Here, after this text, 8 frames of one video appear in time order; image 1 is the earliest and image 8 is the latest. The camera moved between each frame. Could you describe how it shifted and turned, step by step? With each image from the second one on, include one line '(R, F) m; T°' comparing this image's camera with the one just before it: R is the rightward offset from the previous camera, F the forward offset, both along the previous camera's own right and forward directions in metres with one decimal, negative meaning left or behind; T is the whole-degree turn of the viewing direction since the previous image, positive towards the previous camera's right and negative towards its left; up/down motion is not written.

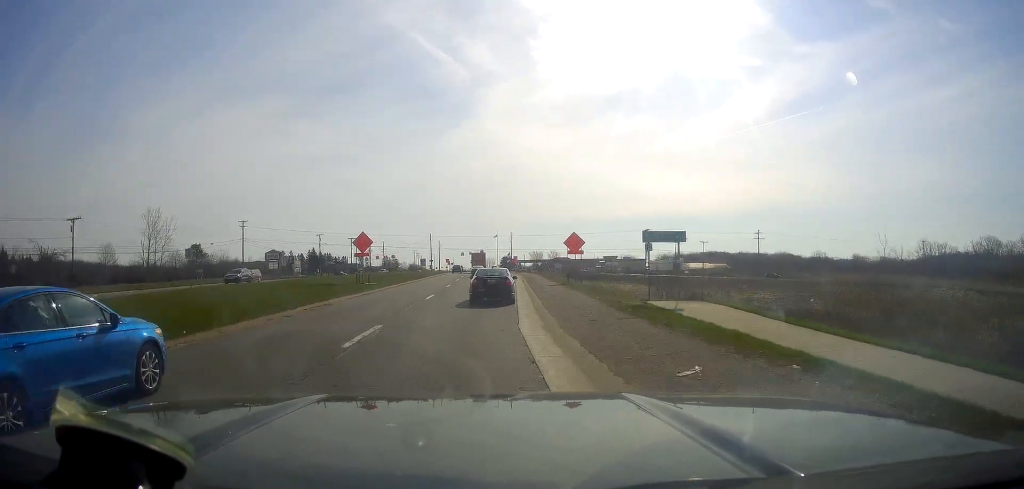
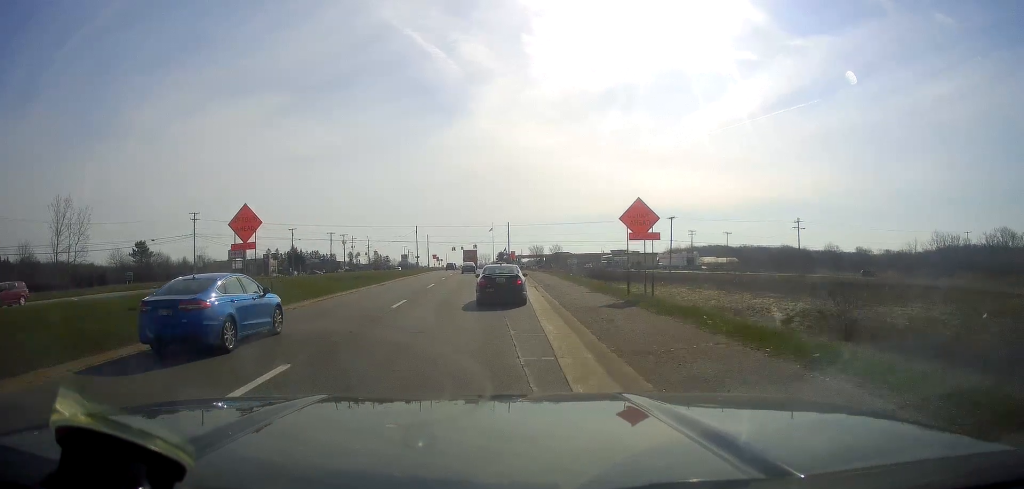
(+0.1, +21.7) m; 0°
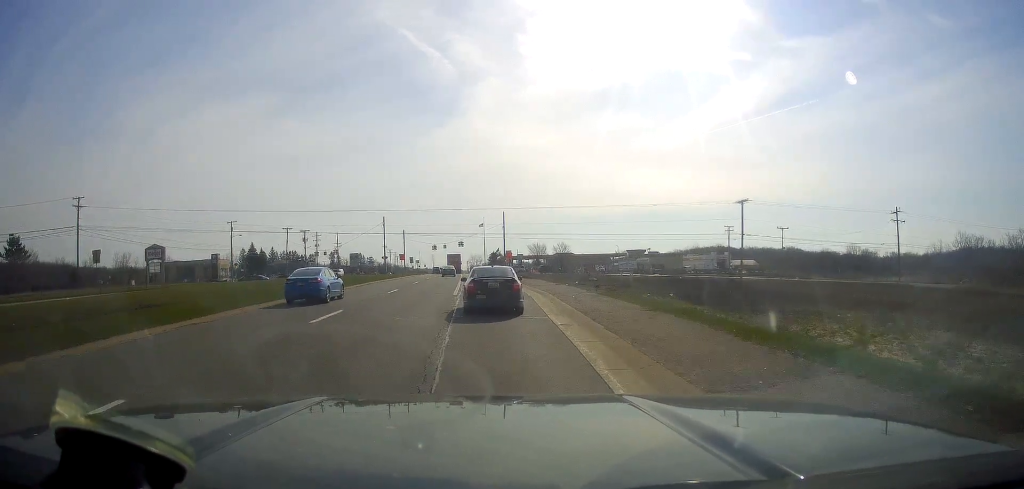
(0.0, +34.5) m; +2°
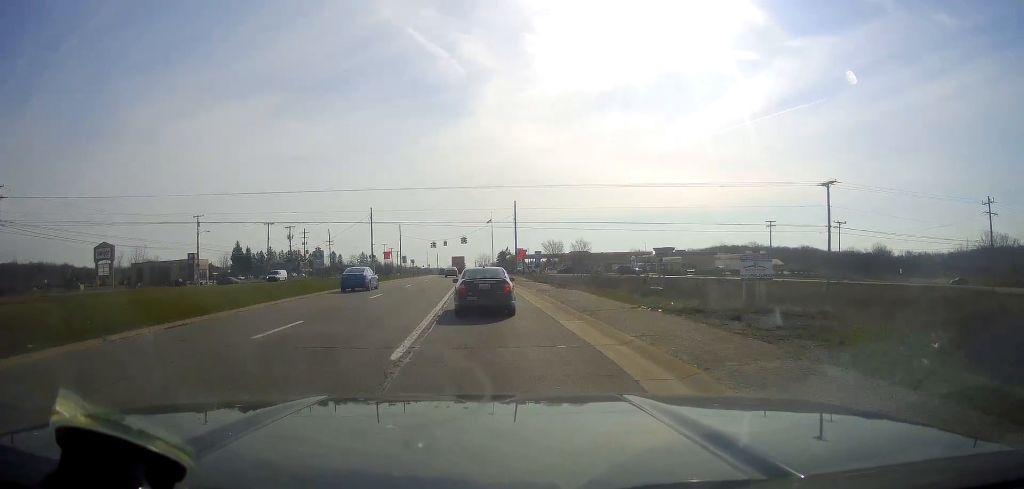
(+0.4, +19.0) m; -1°
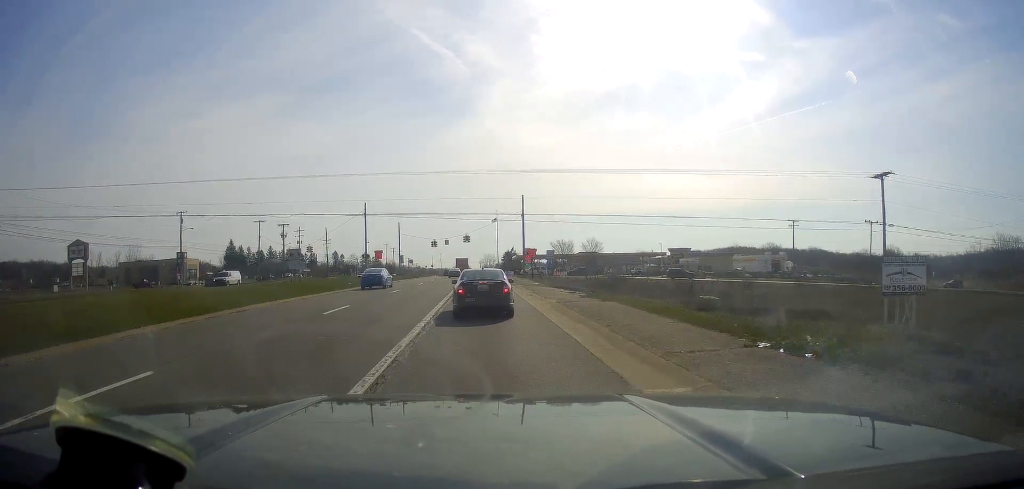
(-0.1, +8.2) m; -3°
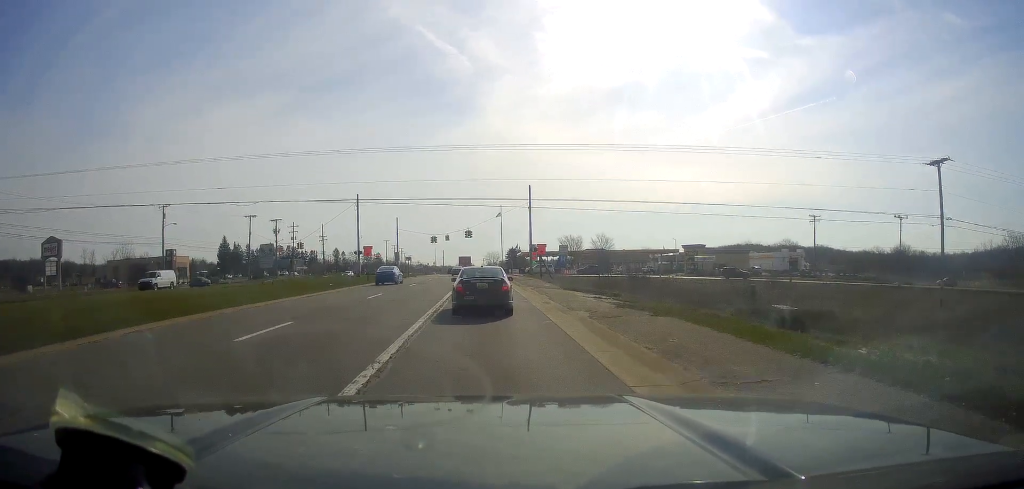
(-0.2, +7.0) m; -1°
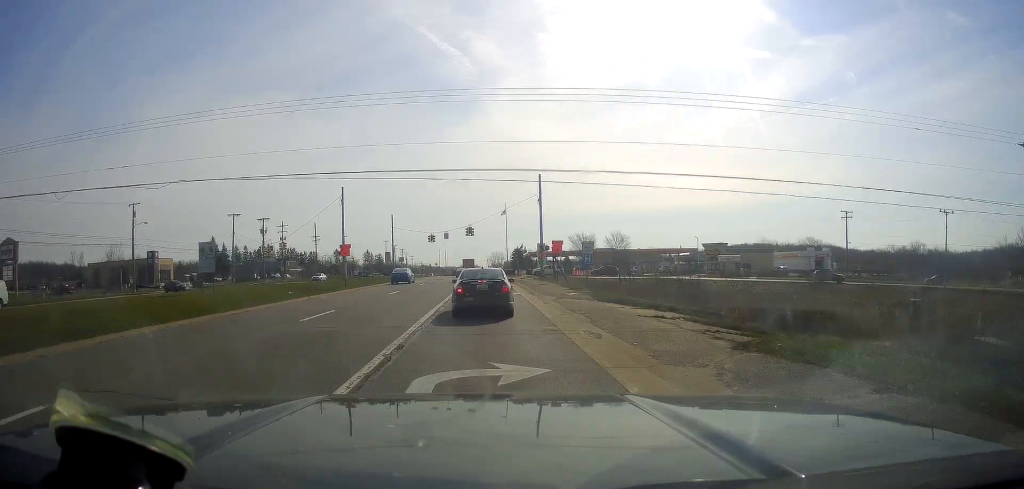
(-0.2, +9.8) m; 0°
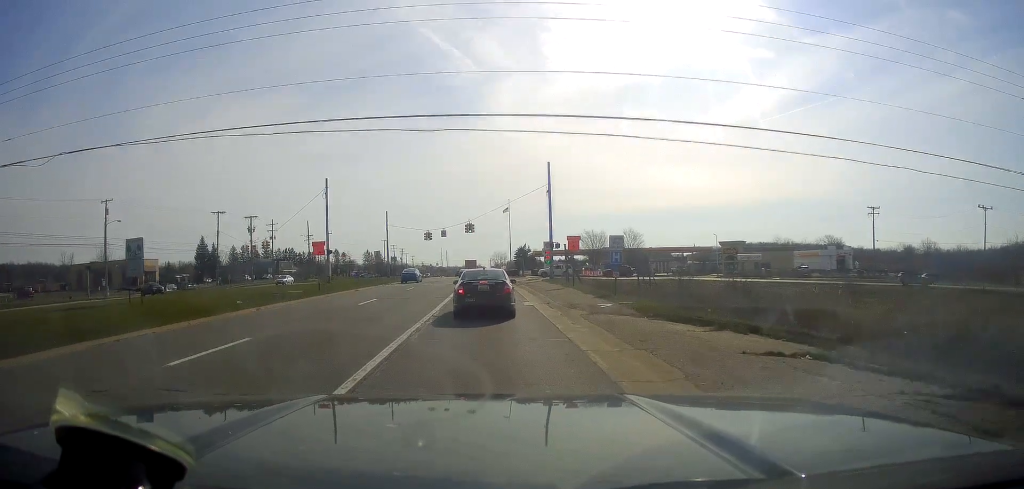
(+0.3, +7.6) m; +1°
